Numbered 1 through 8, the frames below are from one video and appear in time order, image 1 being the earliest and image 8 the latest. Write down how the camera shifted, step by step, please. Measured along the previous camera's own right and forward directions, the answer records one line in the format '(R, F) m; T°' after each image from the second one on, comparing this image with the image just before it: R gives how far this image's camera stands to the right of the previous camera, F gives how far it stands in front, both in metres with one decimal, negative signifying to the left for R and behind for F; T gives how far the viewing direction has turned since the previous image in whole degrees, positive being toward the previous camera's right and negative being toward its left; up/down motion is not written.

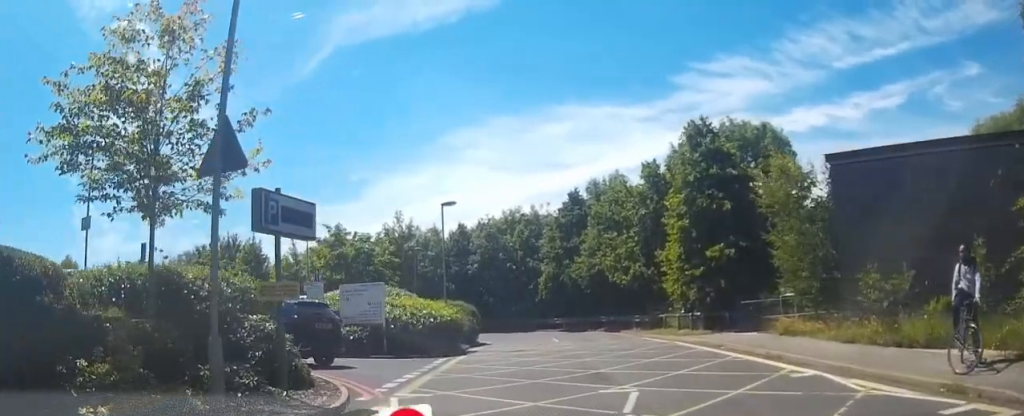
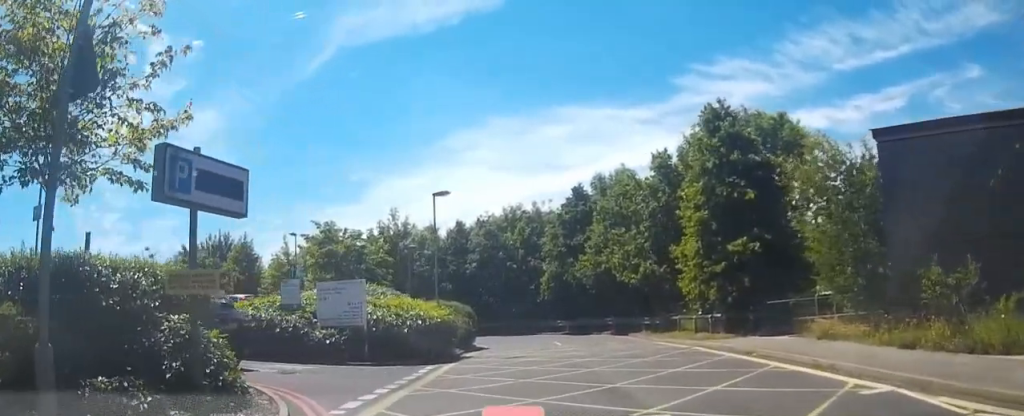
(0.0, +2.4) m; -3°
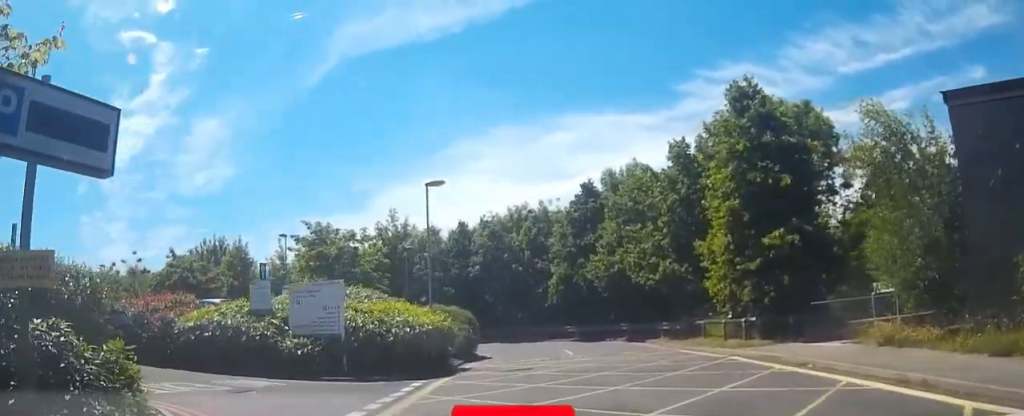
(+0.1, +2.9) m; -5°
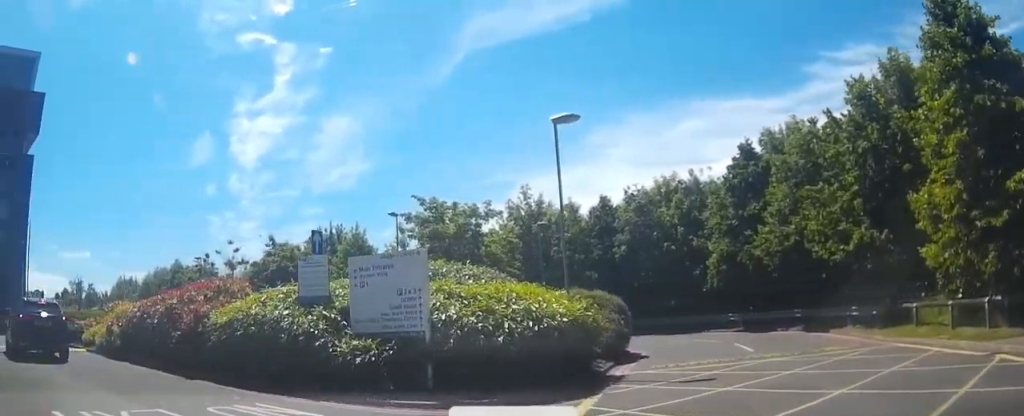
(-0.5, +5.9) m; -13°
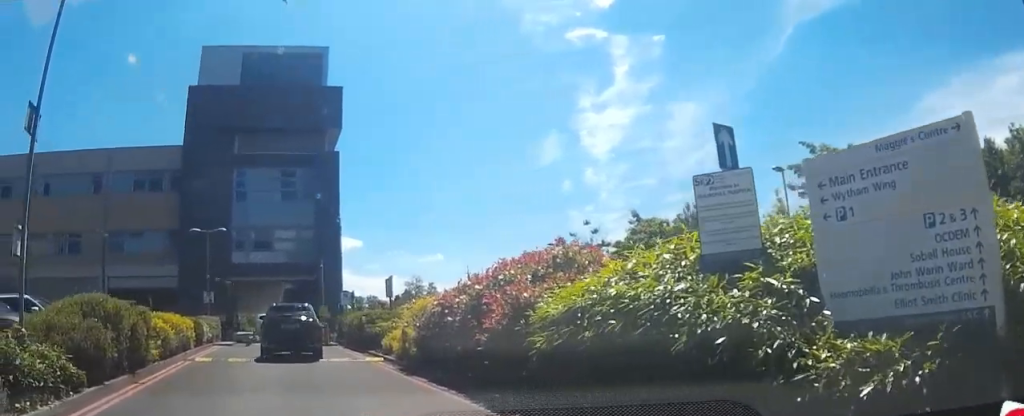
(-2.1, +5.1) m; -44°
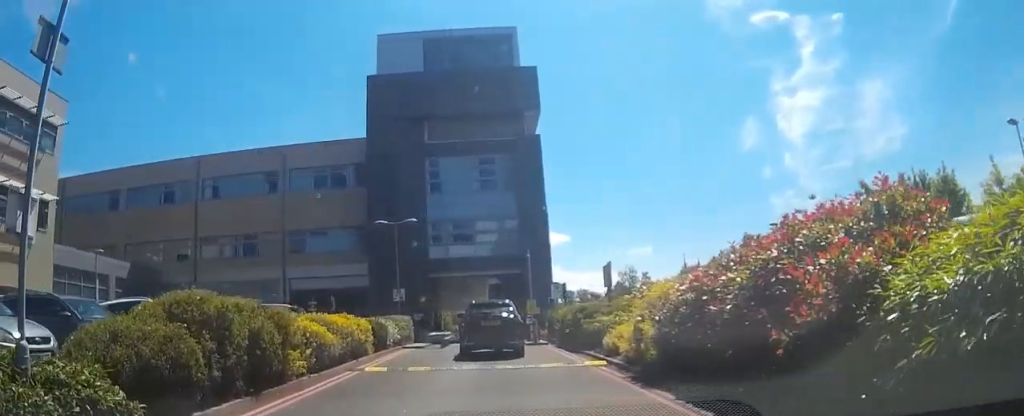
(-0.7, +3.4) m; -14°
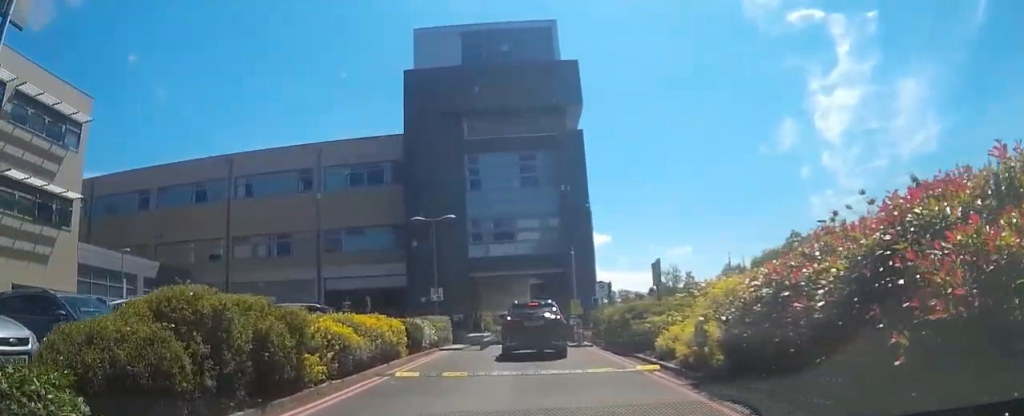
(0.0, +1.2) m; 0°
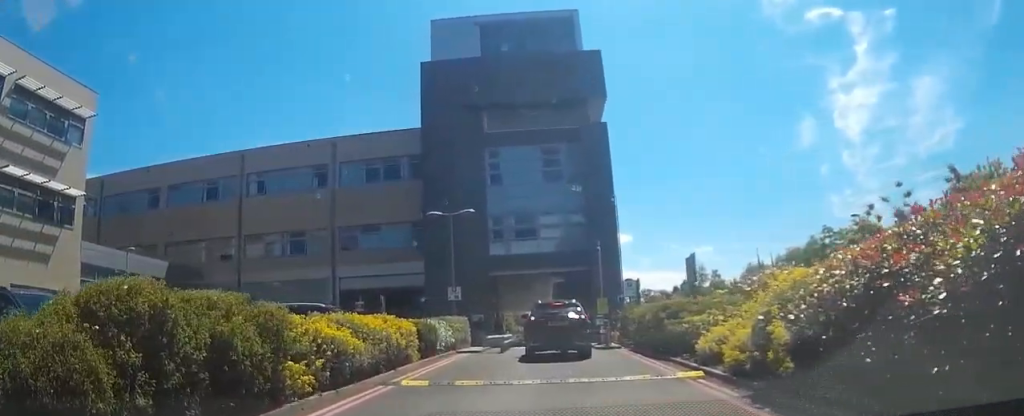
(0.0, +1.7) m; 0°
